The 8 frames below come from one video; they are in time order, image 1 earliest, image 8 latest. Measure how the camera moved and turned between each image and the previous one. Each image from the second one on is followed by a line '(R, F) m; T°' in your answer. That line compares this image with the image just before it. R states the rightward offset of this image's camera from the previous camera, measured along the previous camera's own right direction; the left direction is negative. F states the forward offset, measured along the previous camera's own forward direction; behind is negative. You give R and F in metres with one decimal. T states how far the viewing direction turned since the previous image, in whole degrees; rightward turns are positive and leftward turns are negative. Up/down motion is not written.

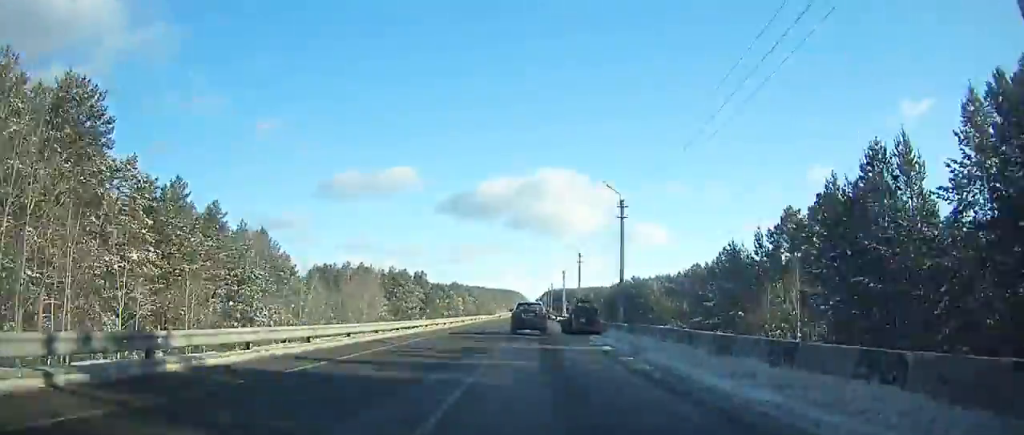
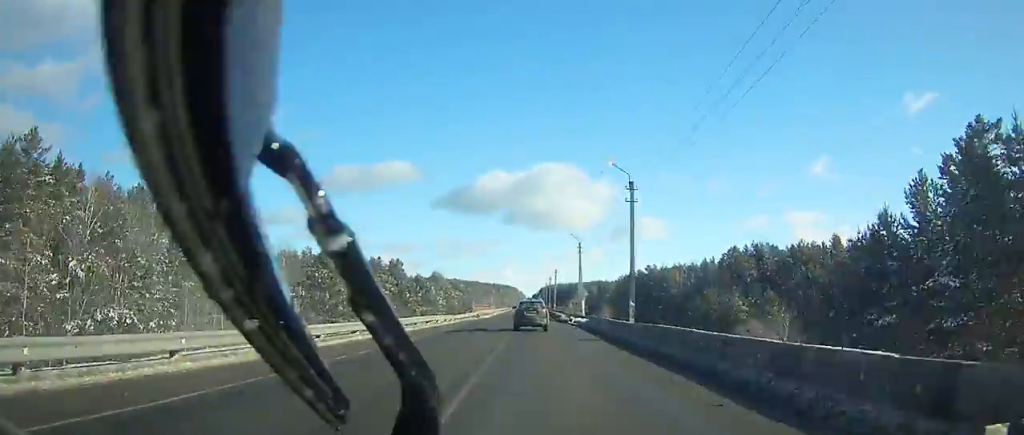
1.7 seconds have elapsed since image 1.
(+0.1, +35.7) m; 0°
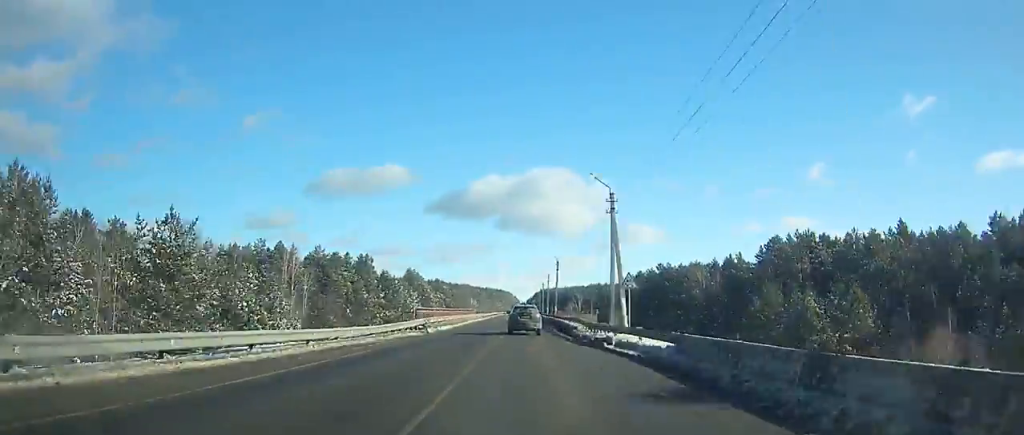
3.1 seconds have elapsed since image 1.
(+0.1, +29.7) m; 0°
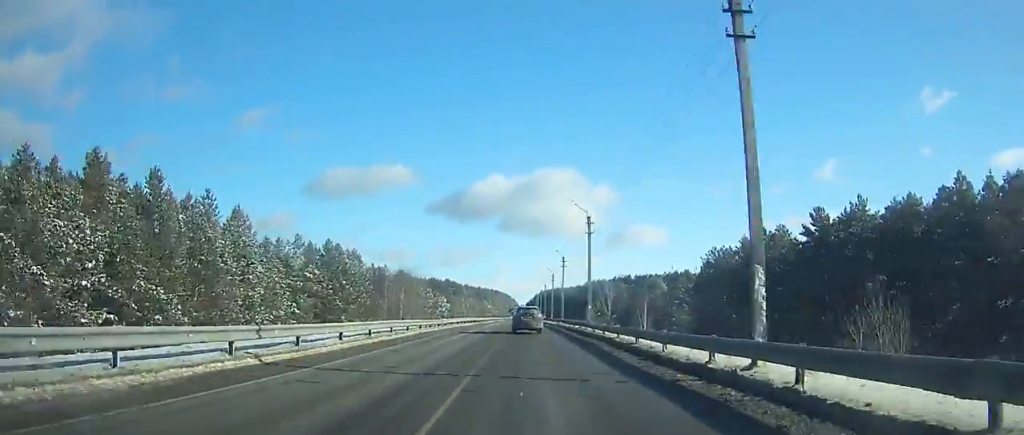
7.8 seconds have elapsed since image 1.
(+0.3, +102.0) m; 0°
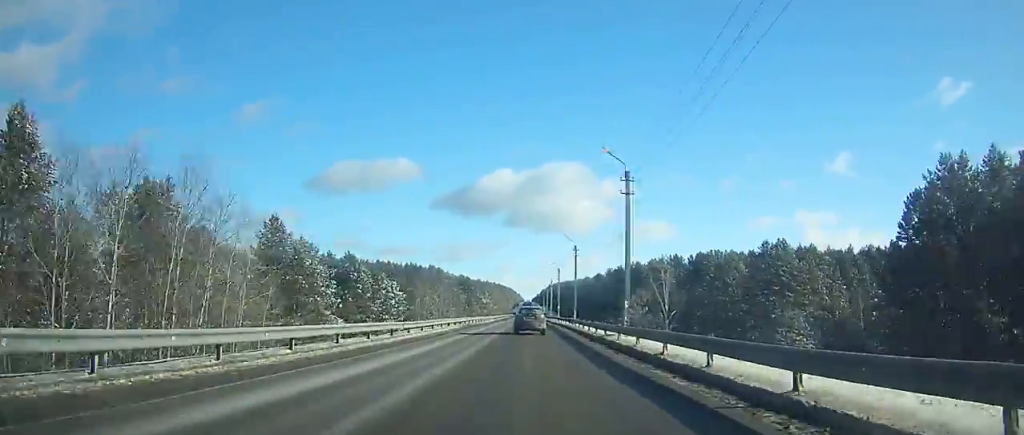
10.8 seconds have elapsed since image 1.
(-0.2, +68.2) m; 0°
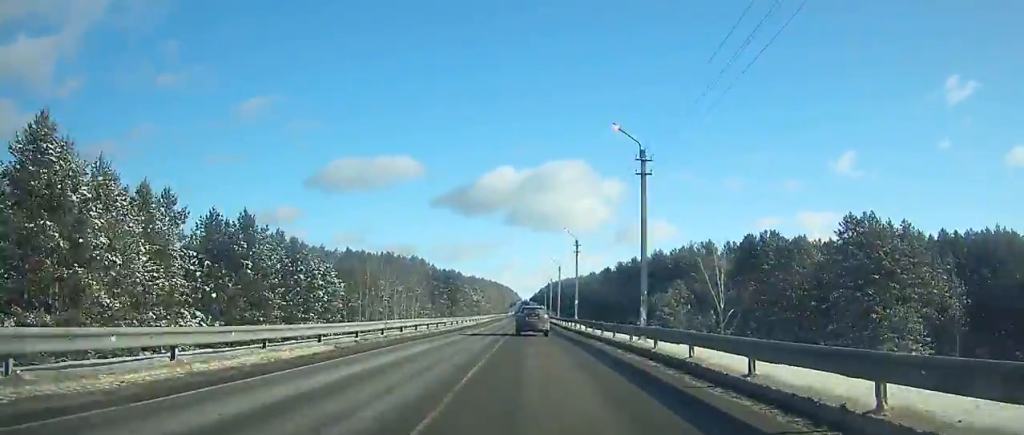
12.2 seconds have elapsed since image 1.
(0.0, +32.5) m; 0°
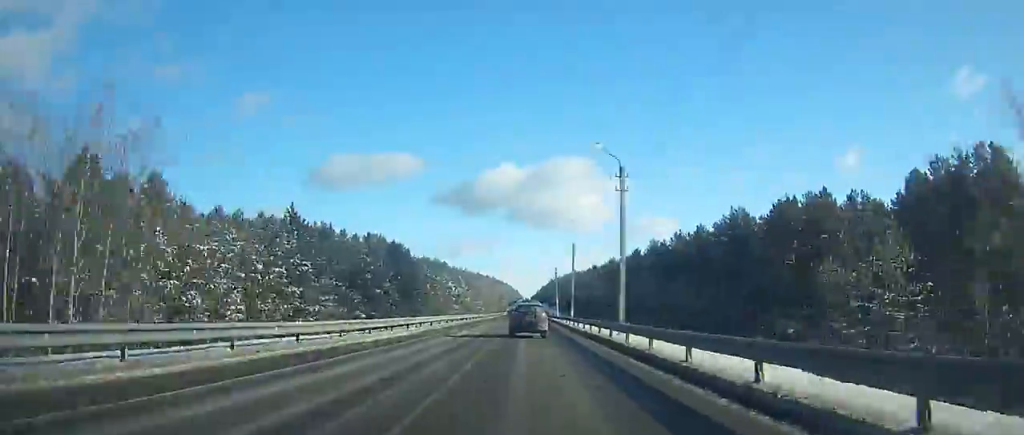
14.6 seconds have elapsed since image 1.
(0.0, +55.9) m; 0°
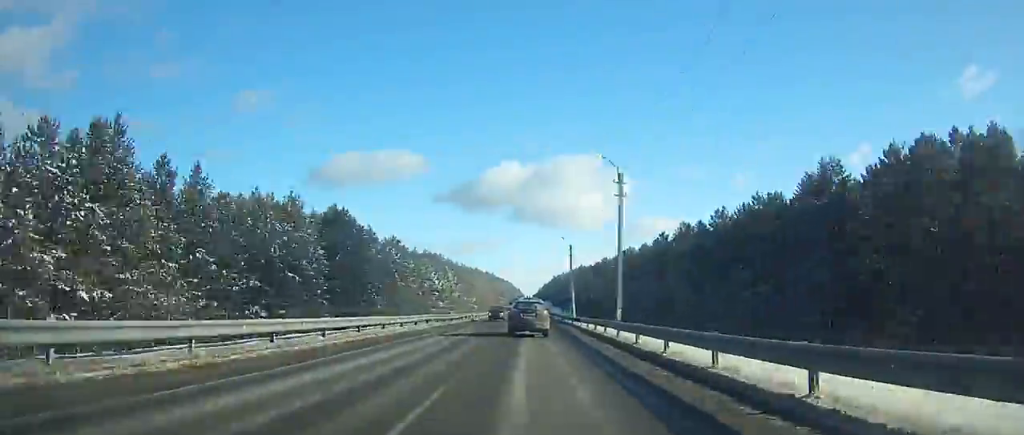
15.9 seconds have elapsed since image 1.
(+0.2, +30.2) m; 0°
